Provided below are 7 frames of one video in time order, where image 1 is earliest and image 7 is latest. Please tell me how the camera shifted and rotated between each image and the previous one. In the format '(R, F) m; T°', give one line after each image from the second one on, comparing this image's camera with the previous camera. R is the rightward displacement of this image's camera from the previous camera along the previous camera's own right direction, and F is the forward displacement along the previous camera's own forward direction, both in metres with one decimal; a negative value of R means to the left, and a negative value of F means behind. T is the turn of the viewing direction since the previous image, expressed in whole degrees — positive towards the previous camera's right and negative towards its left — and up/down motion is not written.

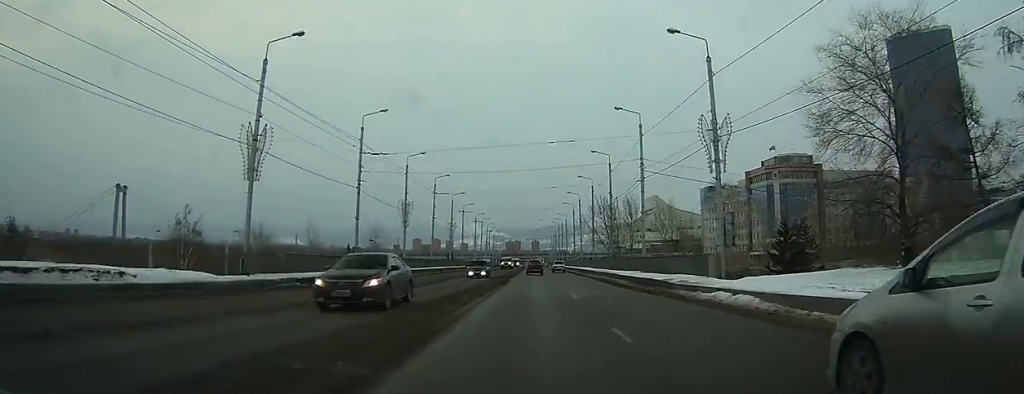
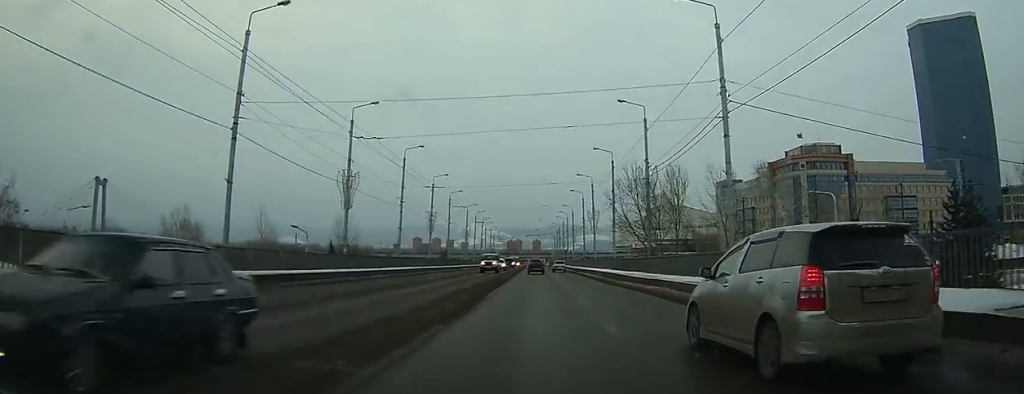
(-0.1, +20.1) m; -1°
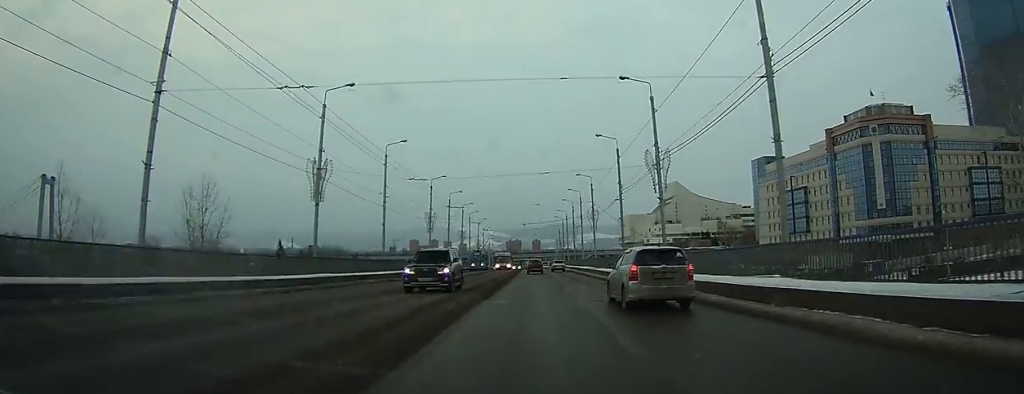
(-0.2, +41.4) m; 0°
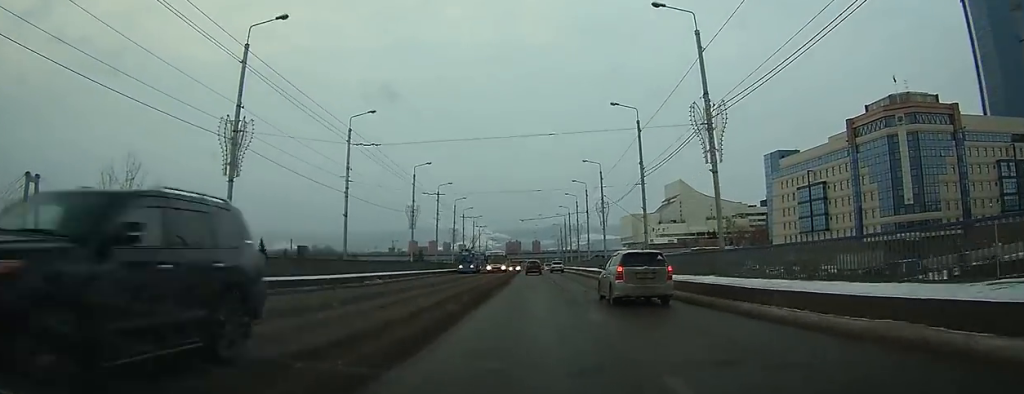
(0.0, +11.3) m; 0°
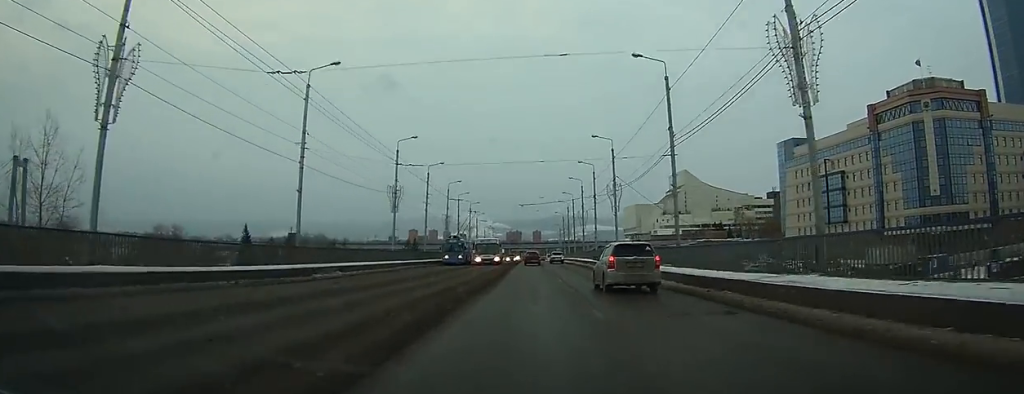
(0.0, +9.2) m; 0°
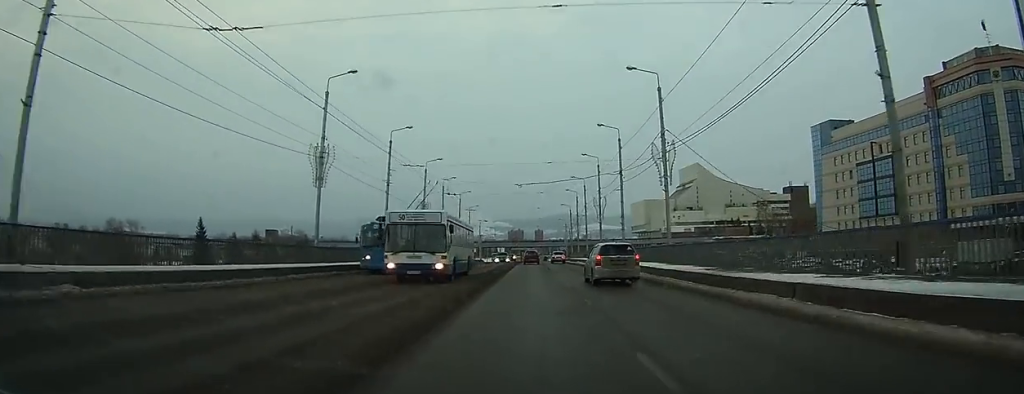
(0.0, +21.8) m; 0°
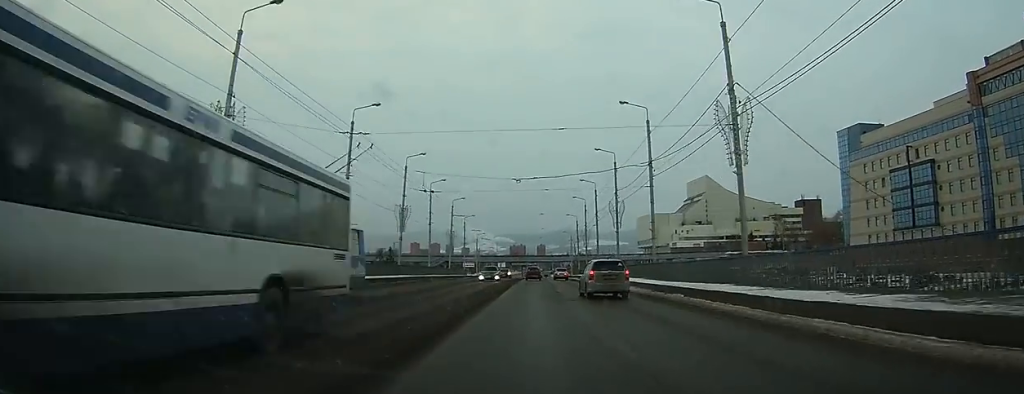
(0.0, +13.2) m; 0°
